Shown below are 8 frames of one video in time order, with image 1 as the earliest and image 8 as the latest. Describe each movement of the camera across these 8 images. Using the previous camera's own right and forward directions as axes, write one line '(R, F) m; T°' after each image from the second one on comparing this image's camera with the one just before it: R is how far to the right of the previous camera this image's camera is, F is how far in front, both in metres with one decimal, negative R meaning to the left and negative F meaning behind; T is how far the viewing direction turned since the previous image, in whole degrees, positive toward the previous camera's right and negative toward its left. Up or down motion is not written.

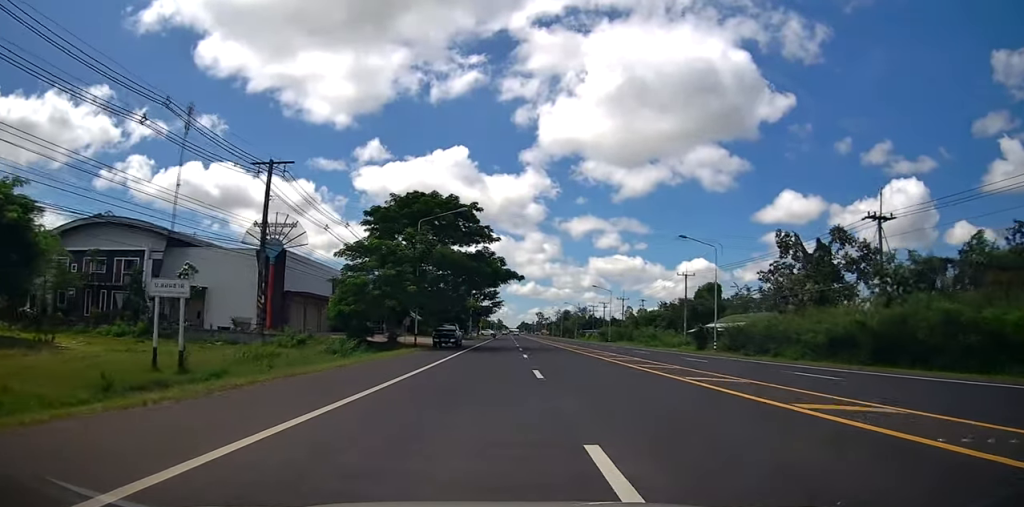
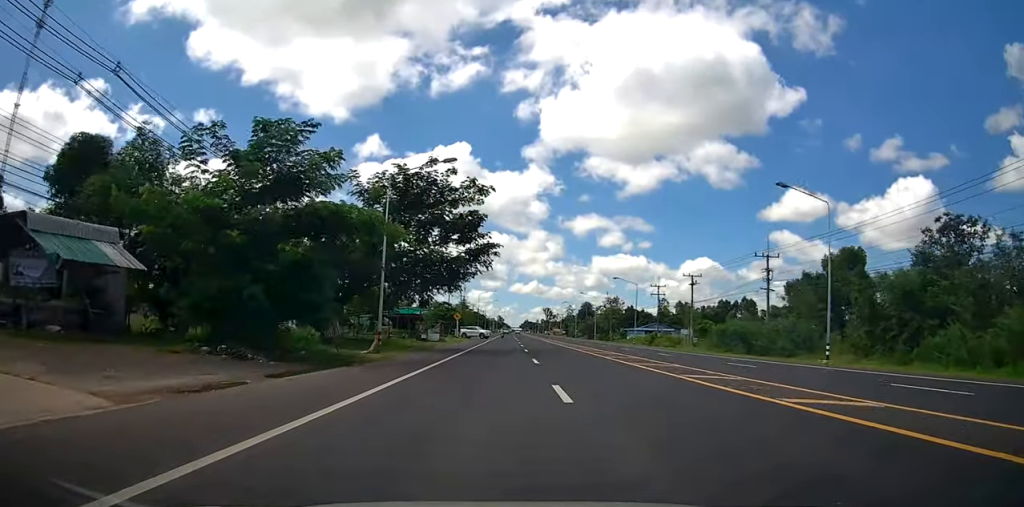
(+0.2, +65.1) m; 0°
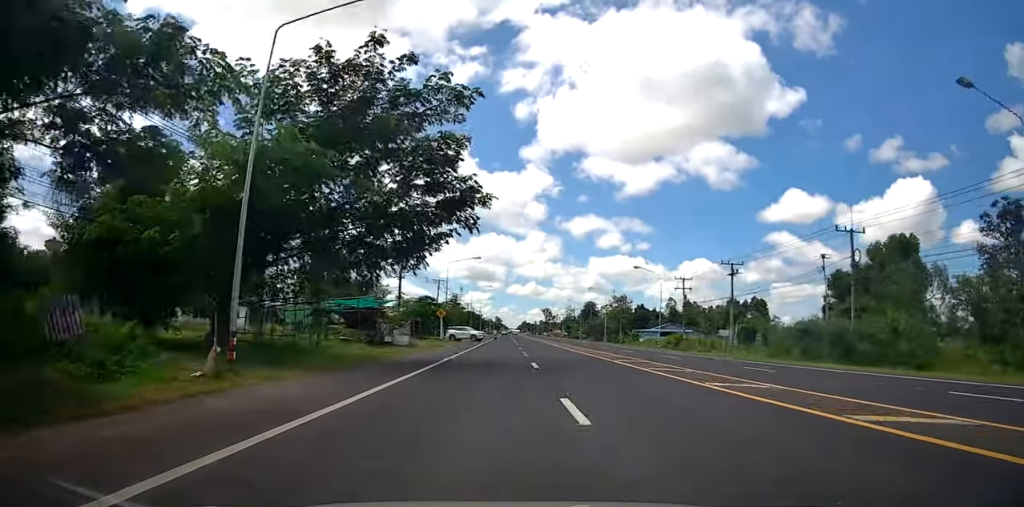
(0.0, +14.5) m; 0°
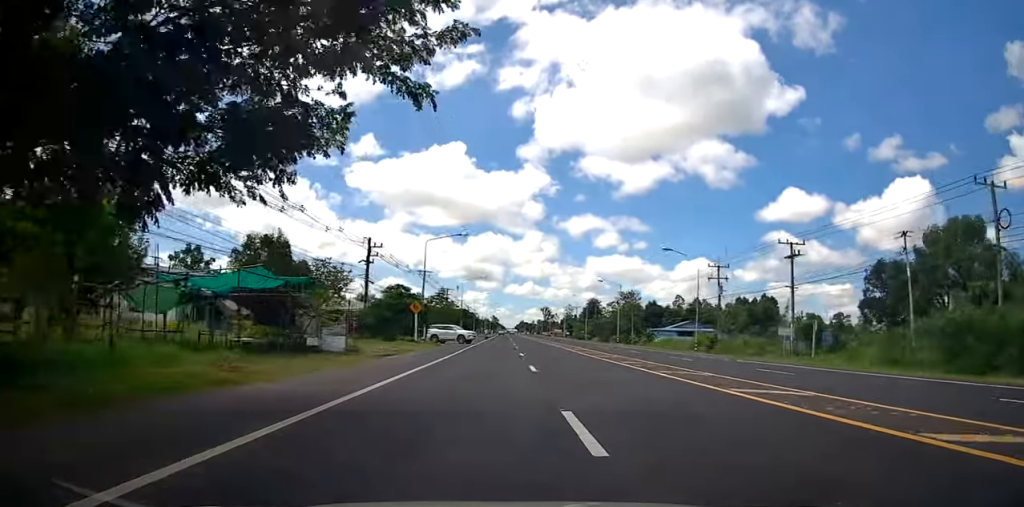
(+0.1, +13.8) m; 0°
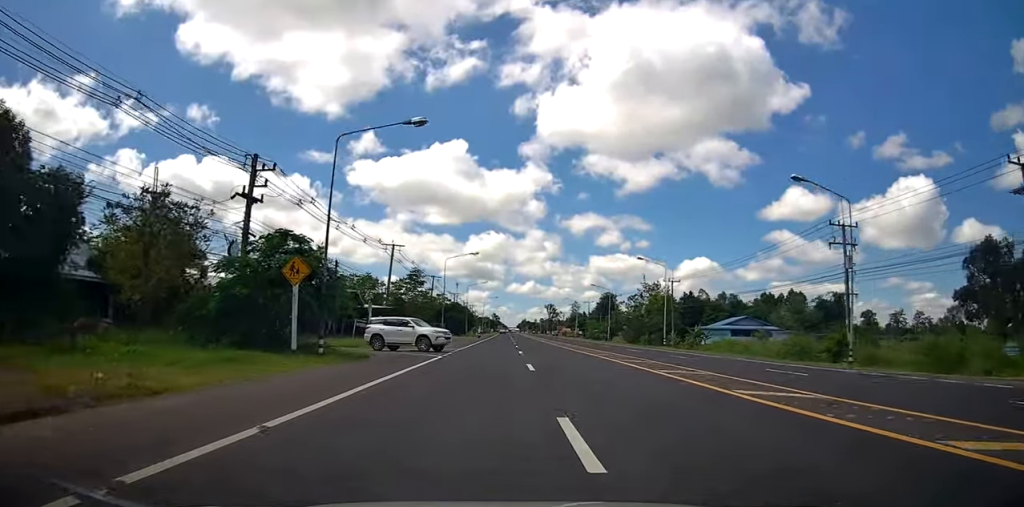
(-0.4, +24.2) m; -1°
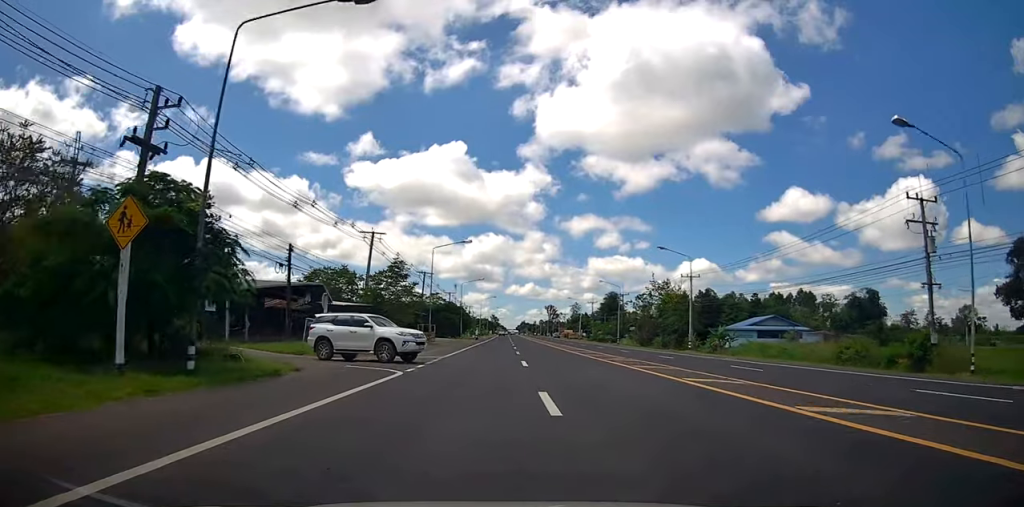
(-0.2, +8.7) m; 0°
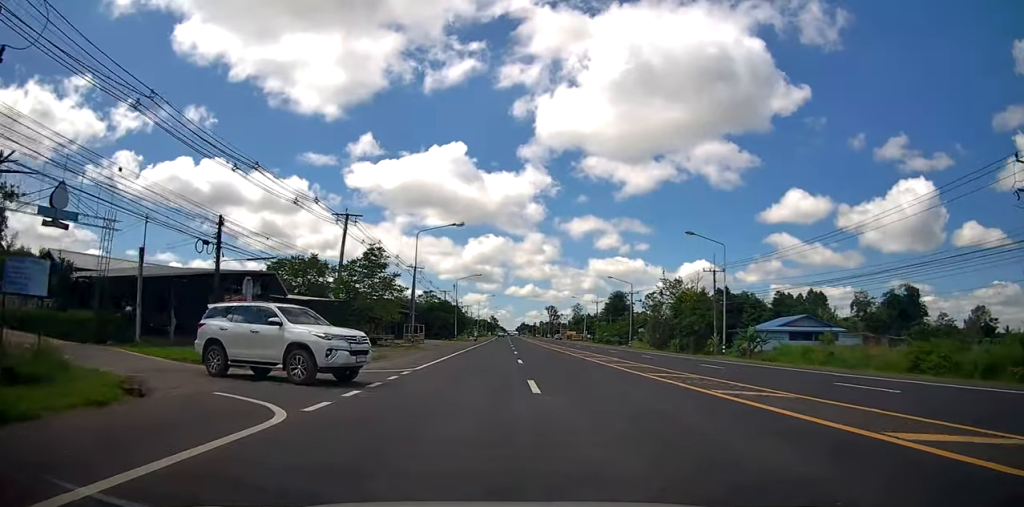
(+0.2, +8.4) m; +1°
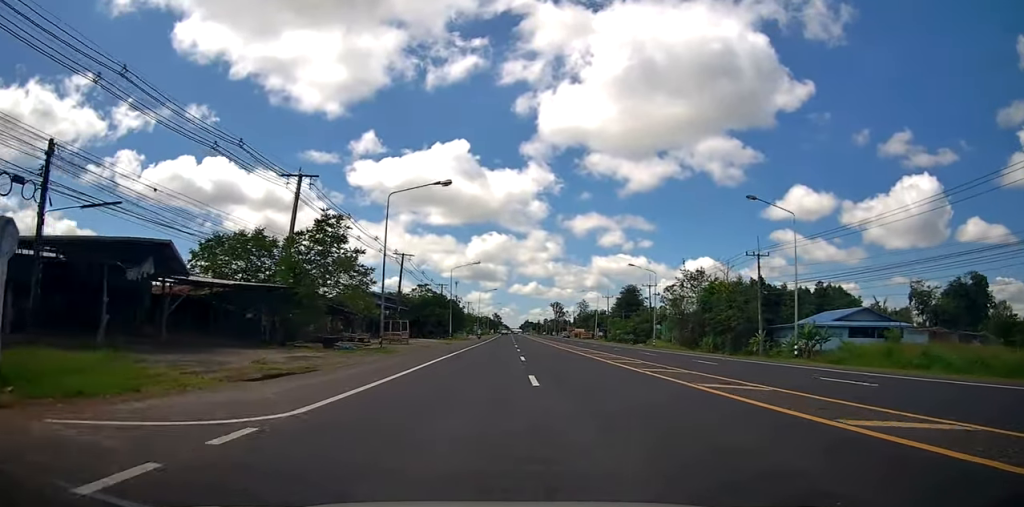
(+0.2, +10.9) m; +1°
